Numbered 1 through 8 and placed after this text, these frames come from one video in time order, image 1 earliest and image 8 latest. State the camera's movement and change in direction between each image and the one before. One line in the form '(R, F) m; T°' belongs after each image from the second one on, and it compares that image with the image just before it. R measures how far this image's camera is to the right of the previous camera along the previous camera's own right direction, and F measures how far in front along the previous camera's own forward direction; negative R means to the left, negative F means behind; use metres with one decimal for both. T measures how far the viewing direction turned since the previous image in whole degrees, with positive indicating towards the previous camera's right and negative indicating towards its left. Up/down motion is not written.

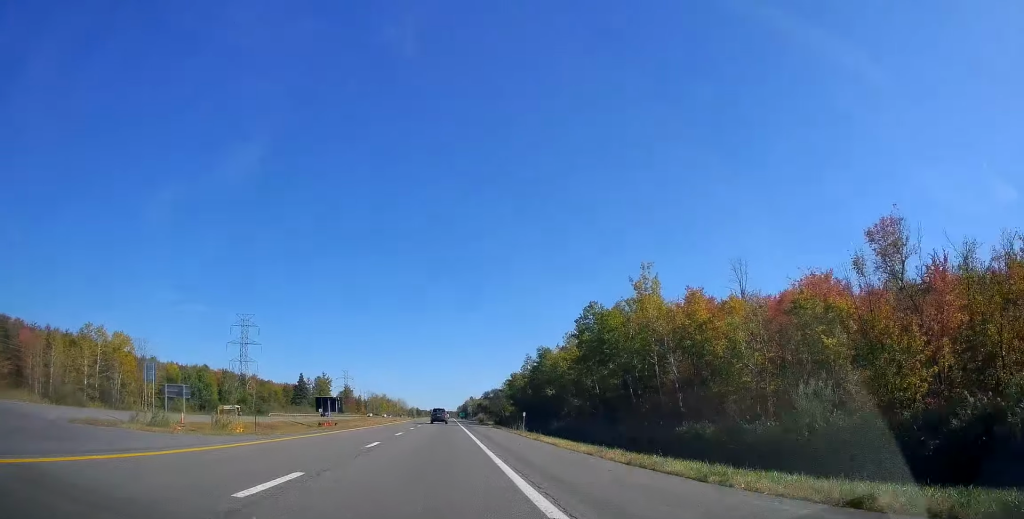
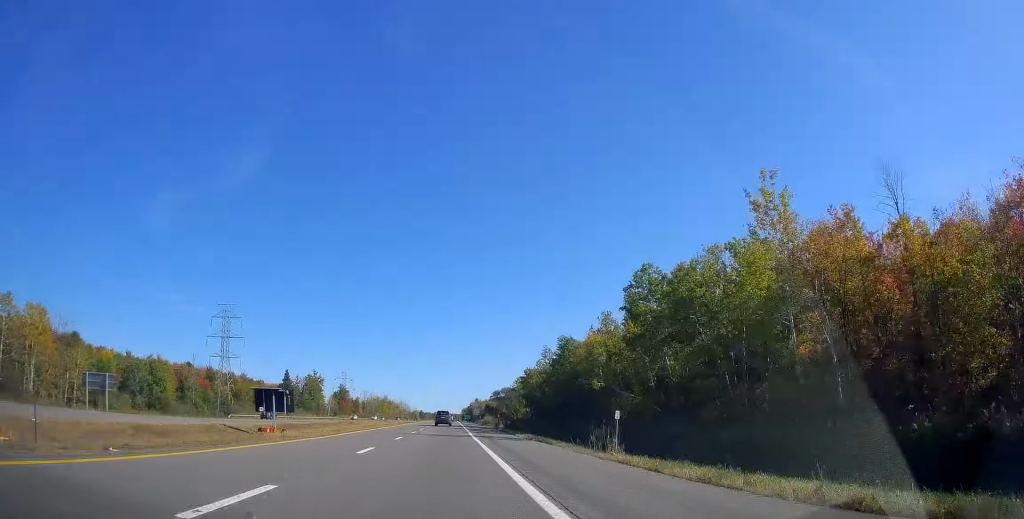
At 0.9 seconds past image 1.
(0.0, +25.0) m; 0°
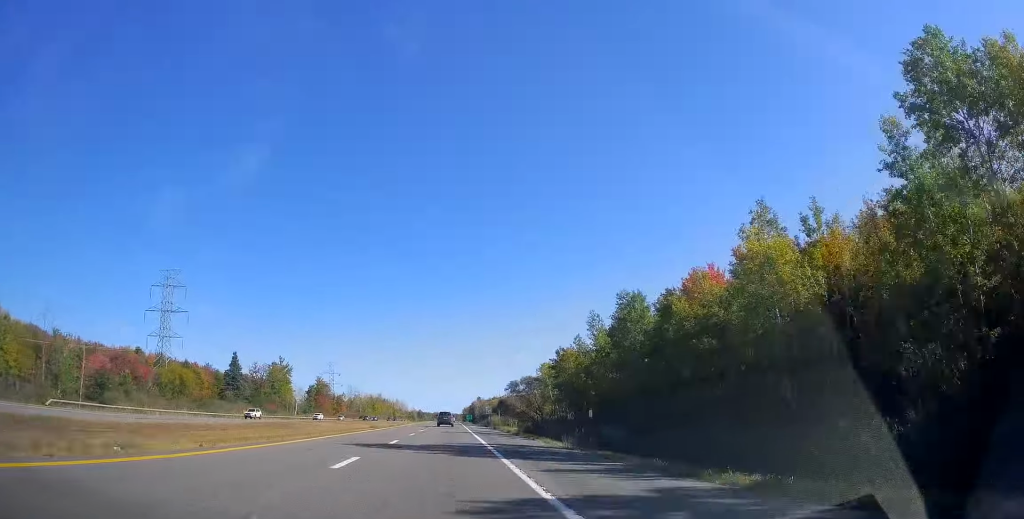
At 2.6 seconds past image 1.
(0.0, +48.7) m; 0°
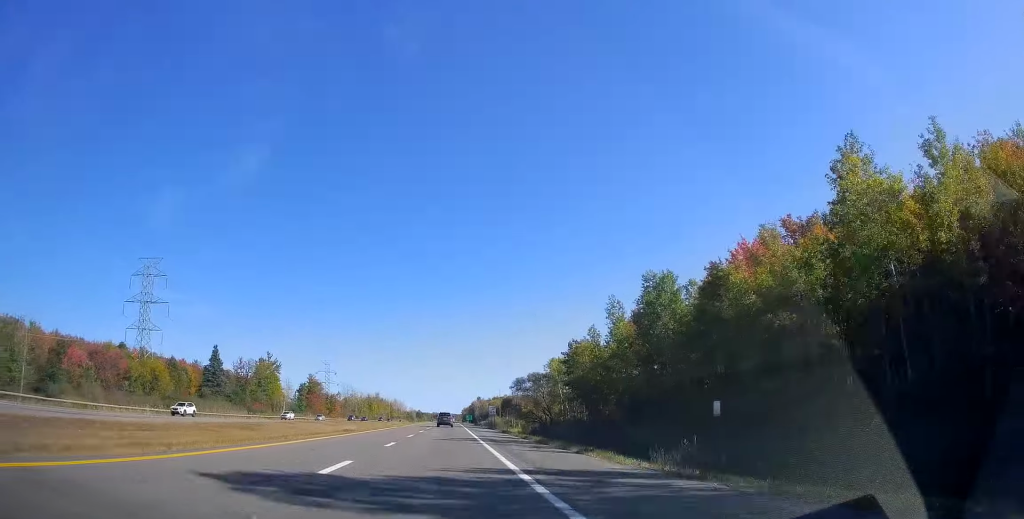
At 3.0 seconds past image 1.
(0.0, +12.4) m; 0°
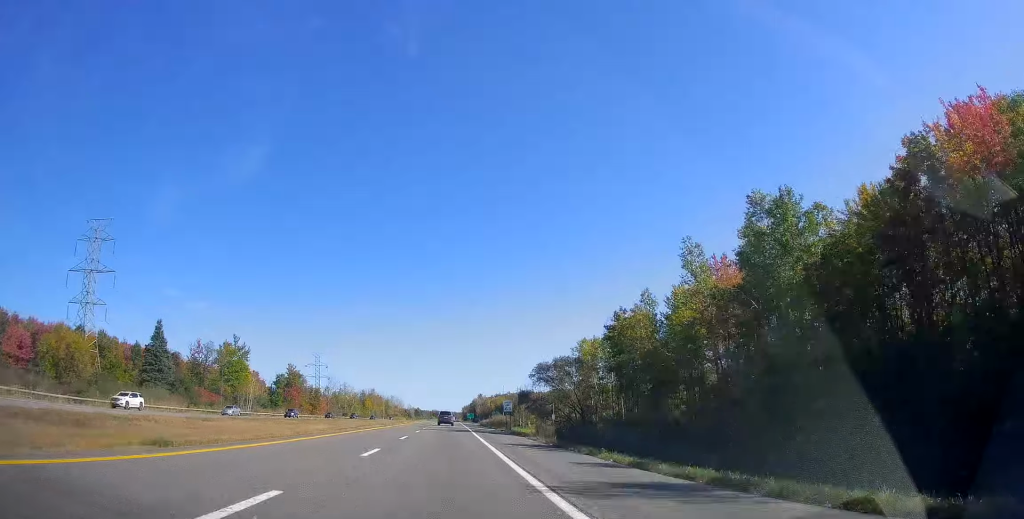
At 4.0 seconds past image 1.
(0.0, +28.7) m; 0°
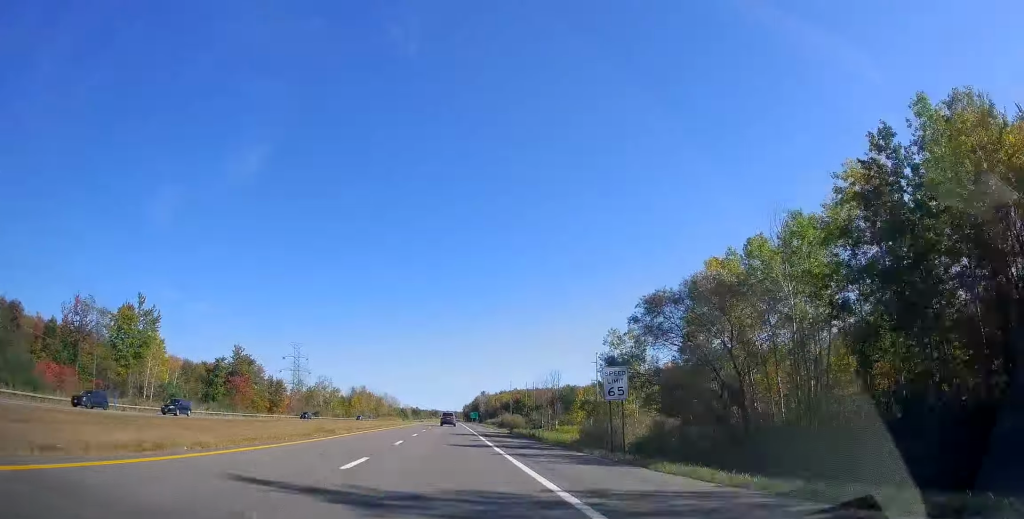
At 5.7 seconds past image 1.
(-0.1, +50.0) m; 0°
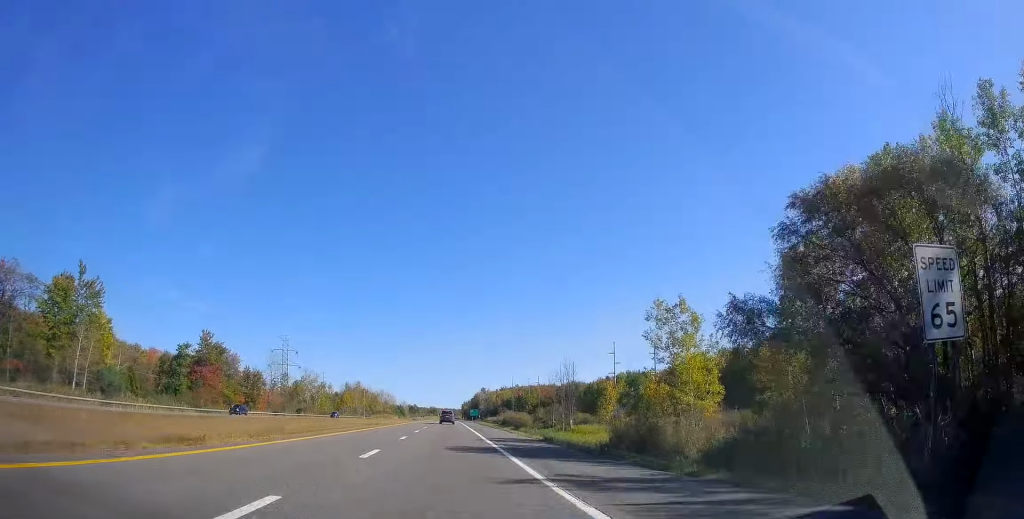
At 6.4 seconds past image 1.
(0.0, +19.2) m; +1°
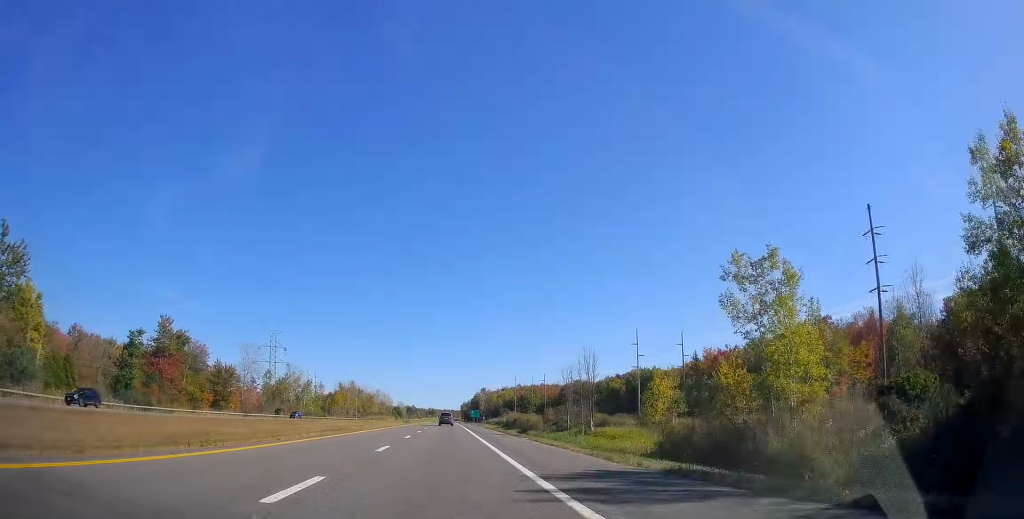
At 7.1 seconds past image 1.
(+0.3, +19.3) m; 0°
